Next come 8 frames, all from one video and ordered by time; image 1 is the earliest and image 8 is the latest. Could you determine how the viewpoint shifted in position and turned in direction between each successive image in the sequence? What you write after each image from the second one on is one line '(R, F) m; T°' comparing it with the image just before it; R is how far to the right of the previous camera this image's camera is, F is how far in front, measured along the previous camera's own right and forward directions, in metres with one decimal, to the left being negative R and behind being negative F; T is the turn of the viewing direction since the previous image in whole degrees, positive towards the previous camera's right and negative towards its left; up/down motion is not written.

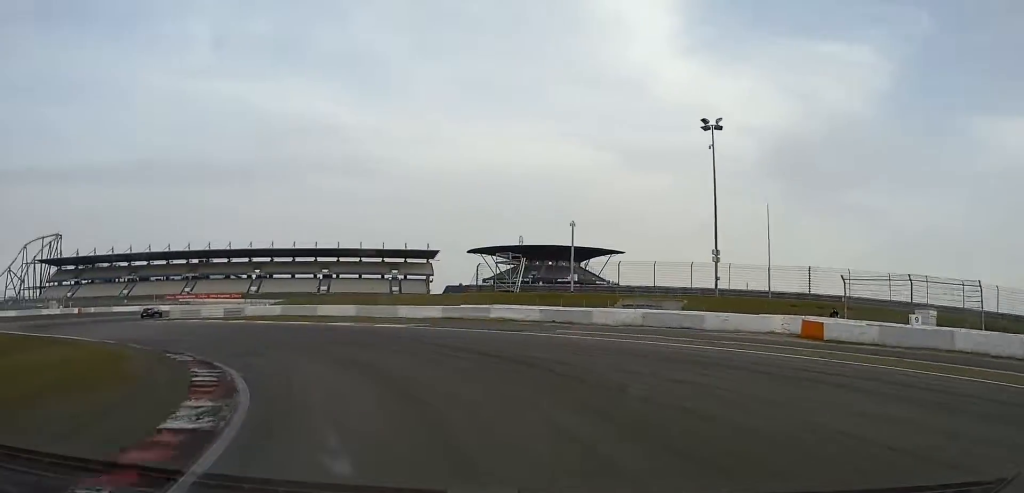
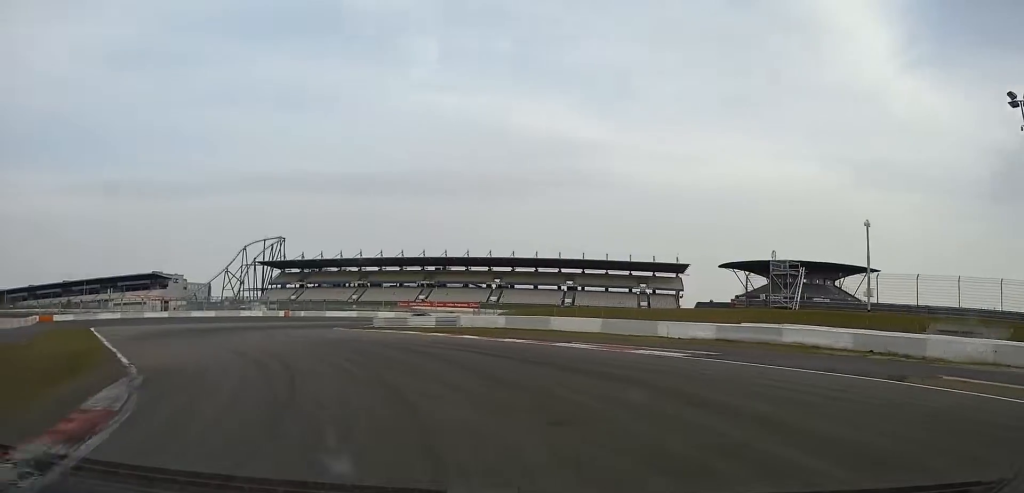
(-2.0, +14.2) m; -19°
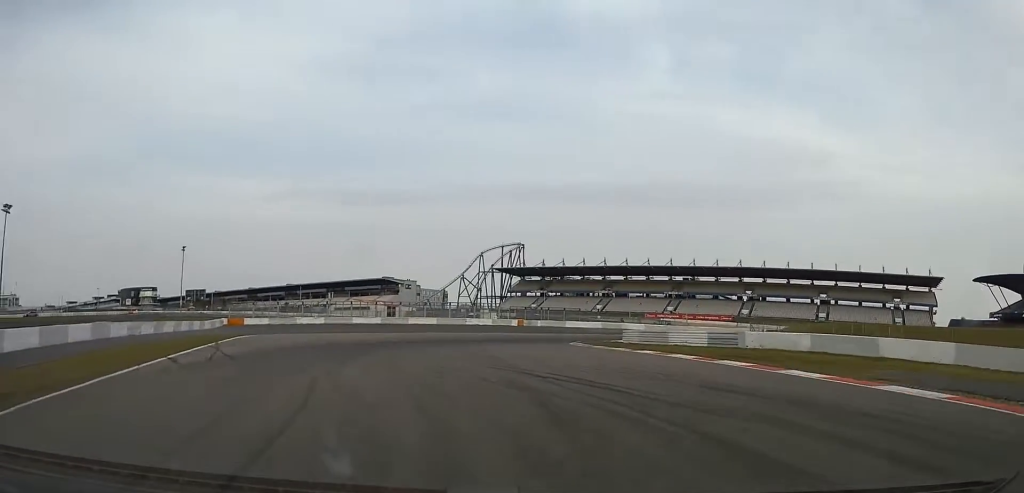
(-2.8, +16.4) m; -12°
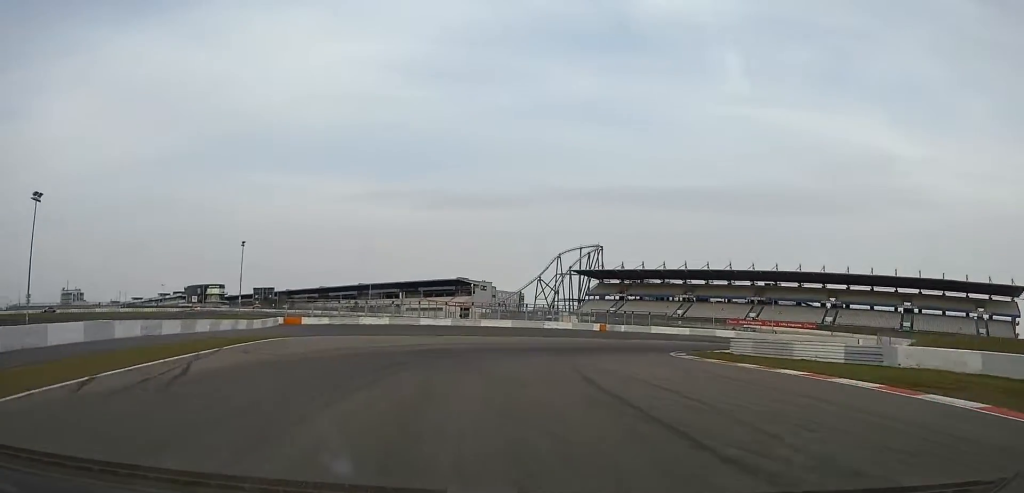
(-0.5, +8.8) m; -3°
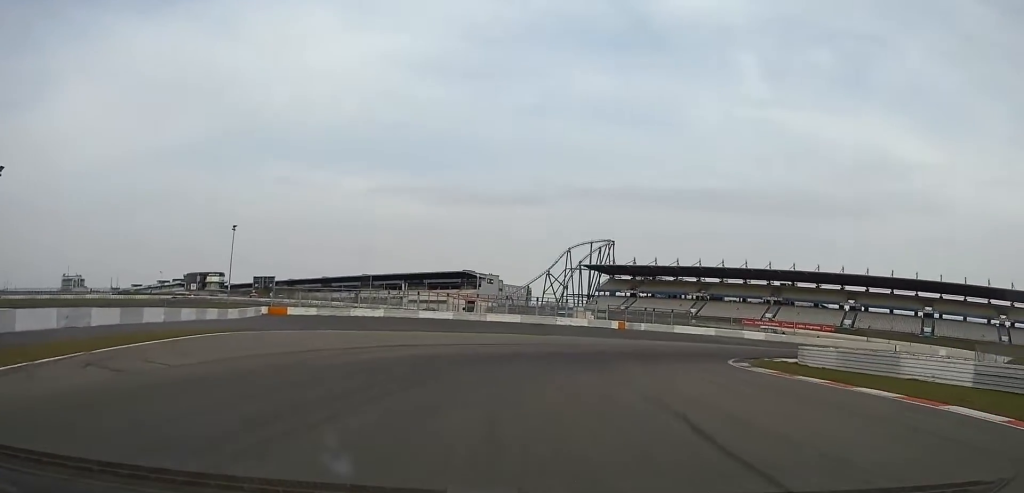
(-0.9, +10.2) m; 0°
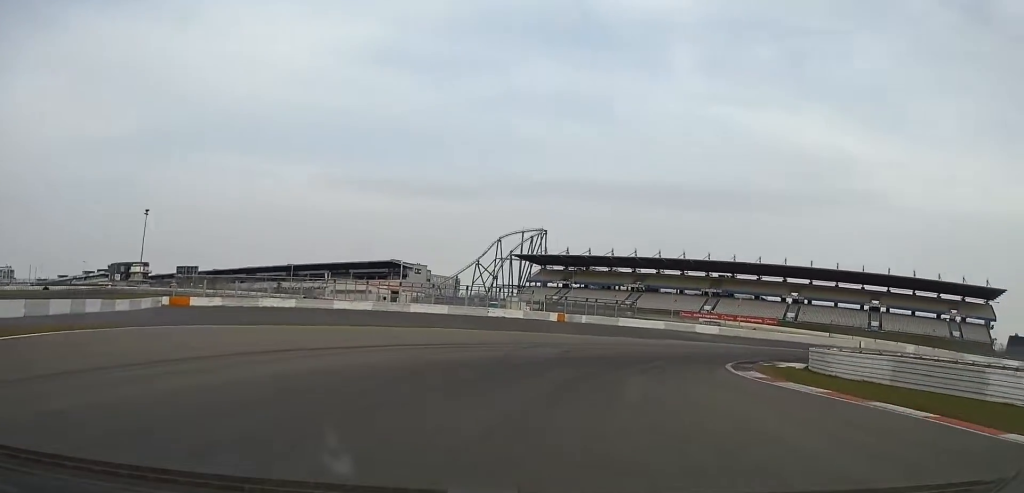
(-0.3, +9.7) m; +3°
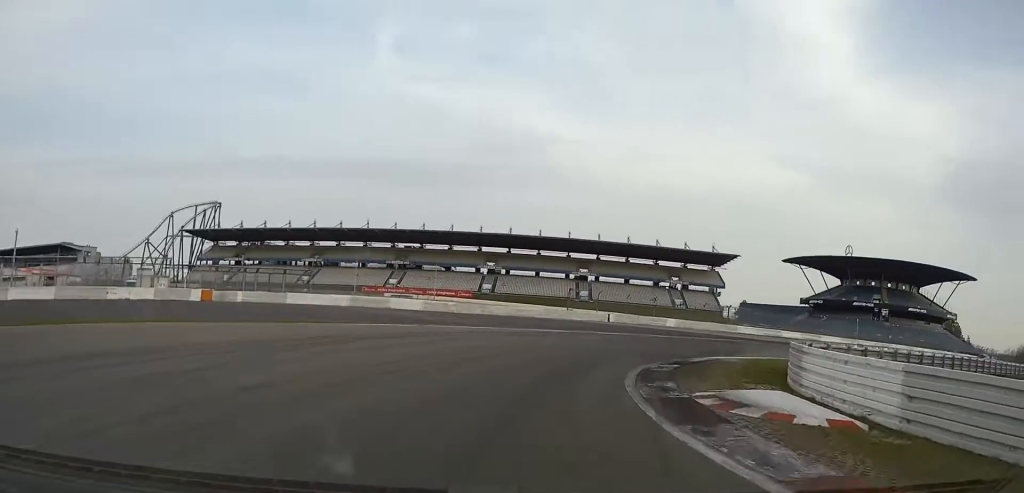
(+4.2, +23.1) m; +26°
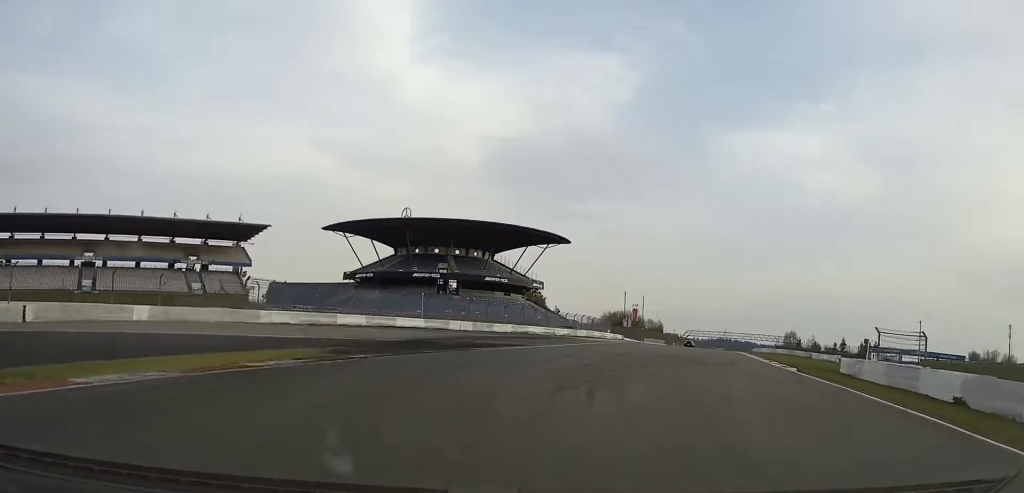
(+14.7, +35.3) m; +40°
